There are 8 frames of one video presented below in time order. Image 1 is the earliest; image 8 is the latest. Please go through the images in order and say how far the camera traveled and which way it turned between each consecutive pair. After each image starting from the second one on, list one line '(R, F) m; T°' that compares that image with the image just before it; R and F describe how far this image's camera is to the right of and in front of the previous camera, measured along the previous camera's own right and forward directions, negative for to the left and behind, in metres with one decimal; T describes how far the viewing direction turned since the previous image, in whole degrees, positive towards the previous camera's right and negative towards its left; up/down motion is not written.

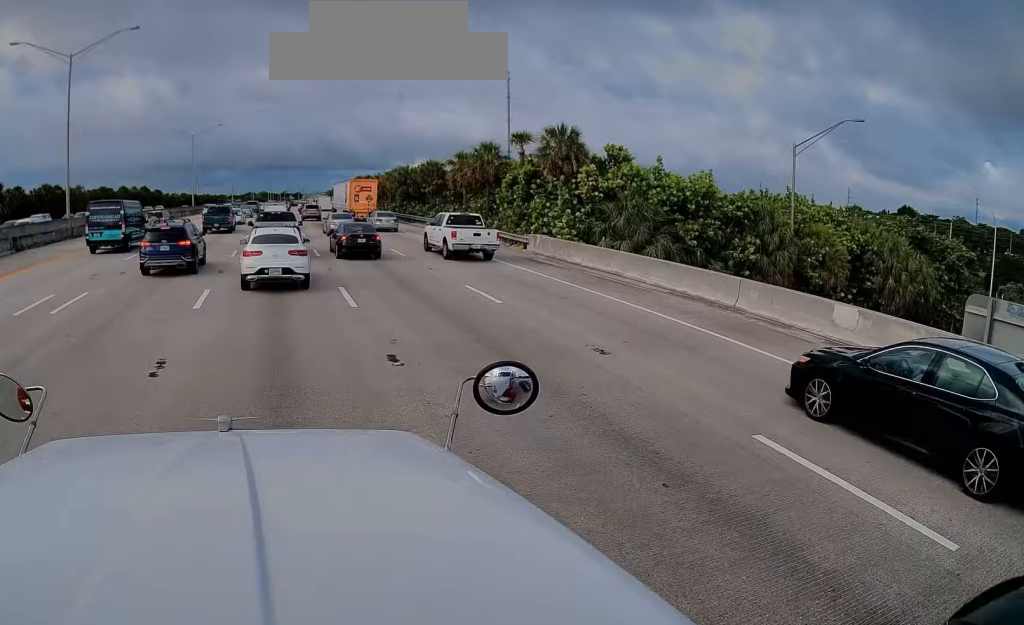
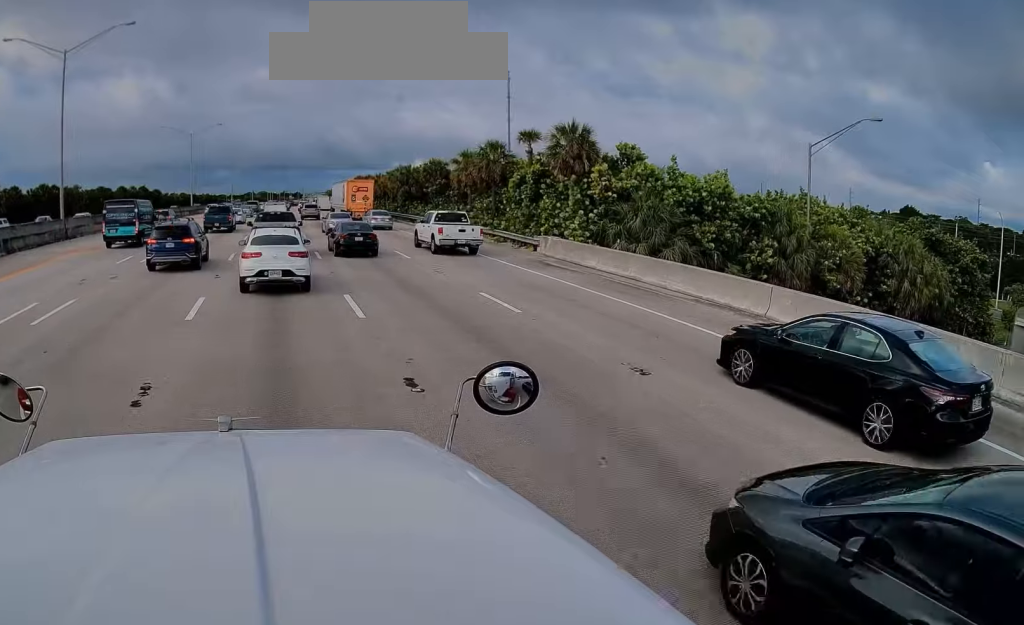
(-0.1, +1.6) m; 0°
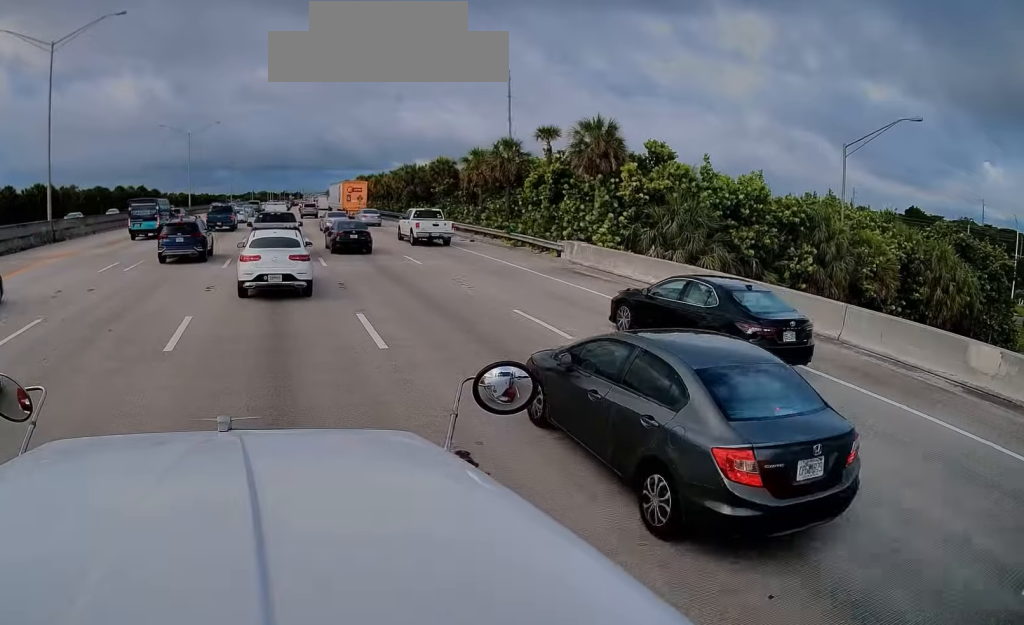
(+0.3, +2.8) m; +5°
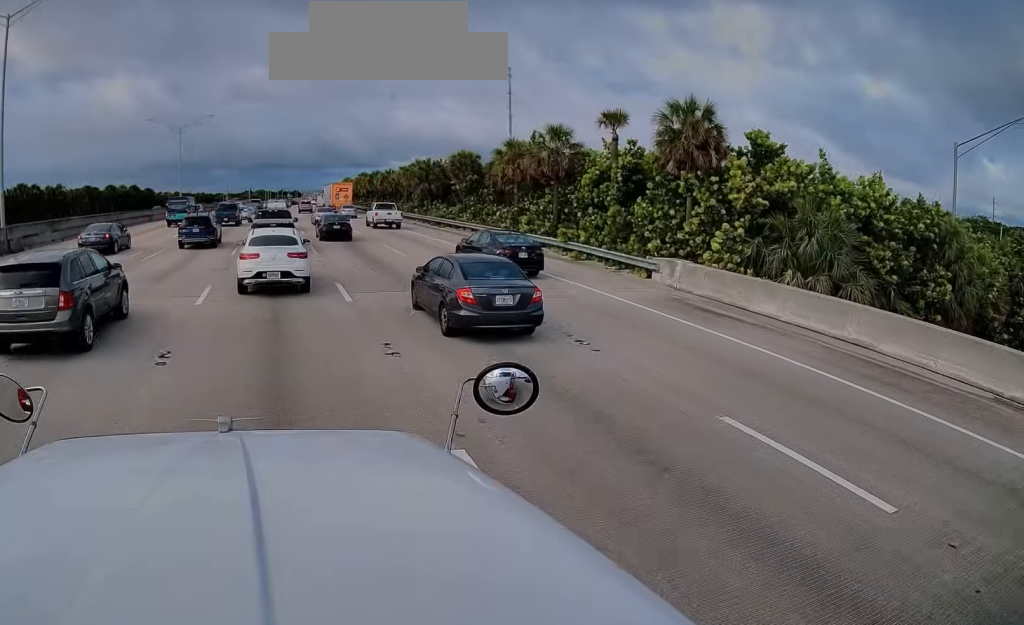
(+0.2, +7.8) m; +2°
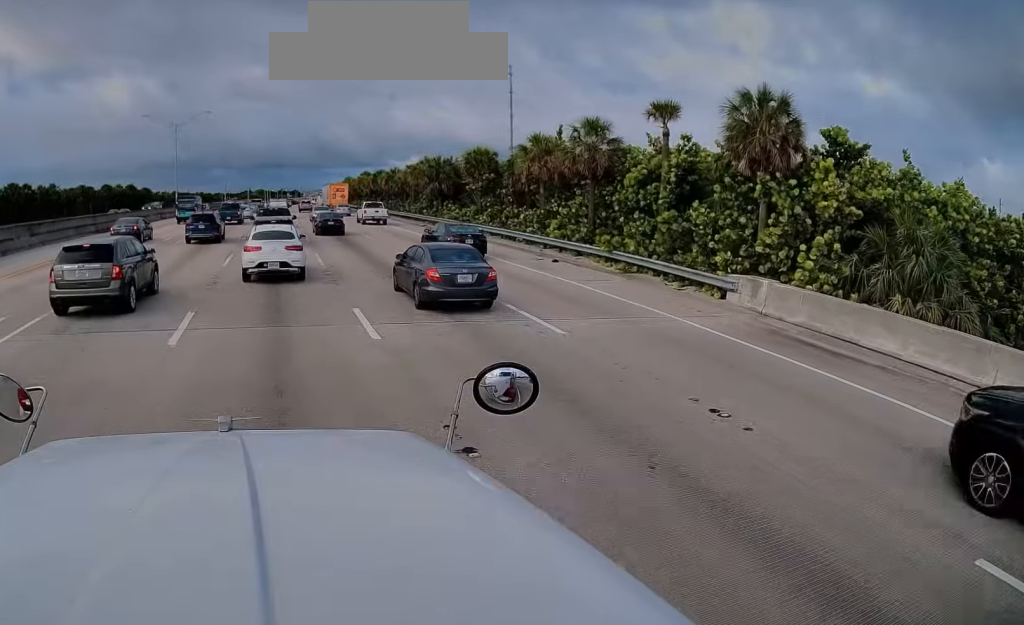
(0.0, +4.1) m; 0°
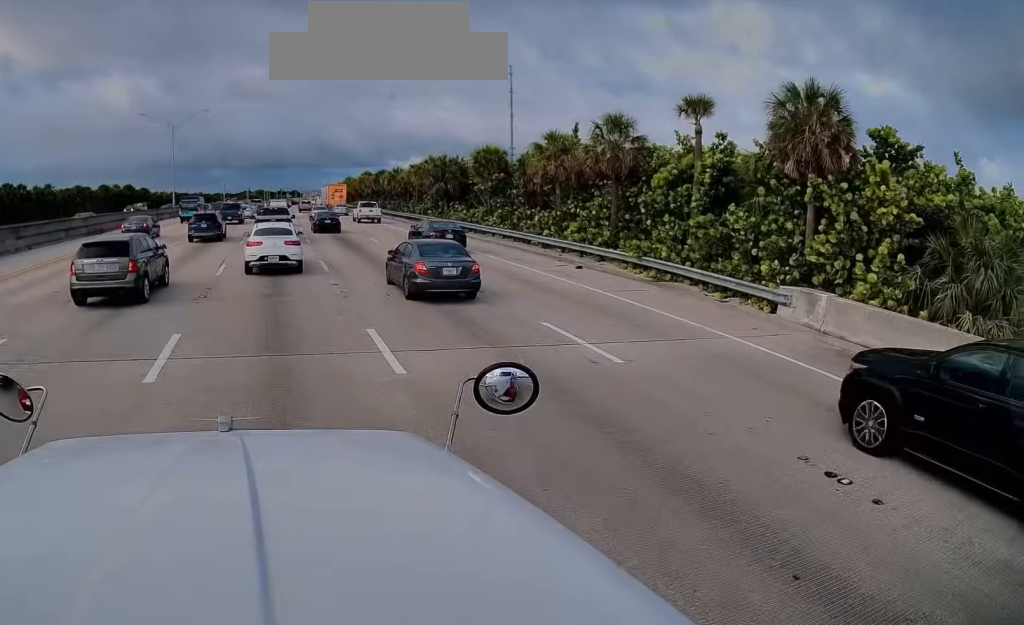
(0.0, +2.4) m; 0°
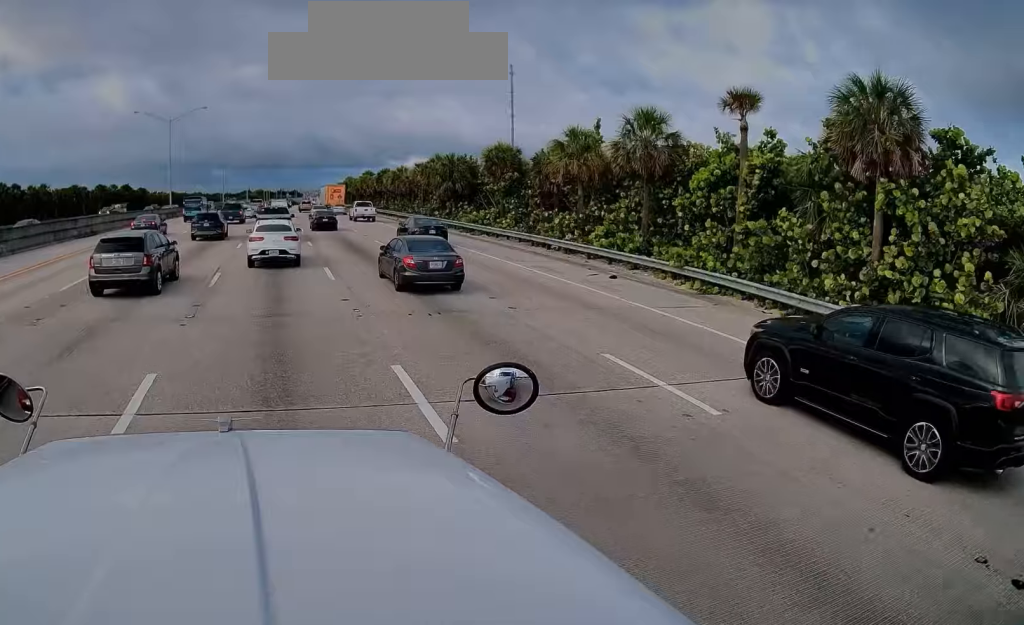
(0.0, +2.9) m; 0°
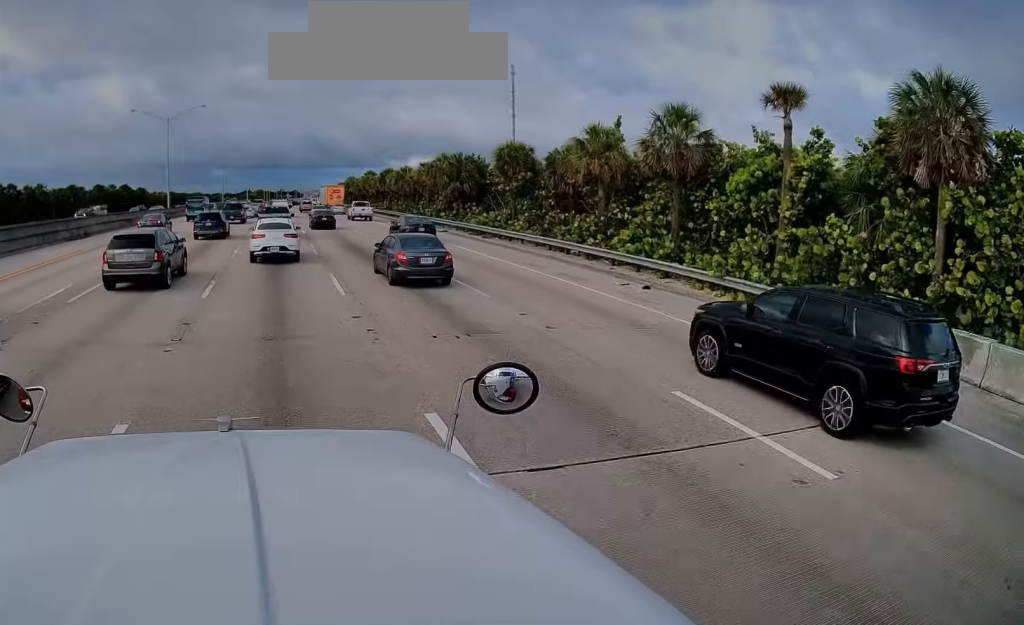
(0.0, +2.4) m; 0°
